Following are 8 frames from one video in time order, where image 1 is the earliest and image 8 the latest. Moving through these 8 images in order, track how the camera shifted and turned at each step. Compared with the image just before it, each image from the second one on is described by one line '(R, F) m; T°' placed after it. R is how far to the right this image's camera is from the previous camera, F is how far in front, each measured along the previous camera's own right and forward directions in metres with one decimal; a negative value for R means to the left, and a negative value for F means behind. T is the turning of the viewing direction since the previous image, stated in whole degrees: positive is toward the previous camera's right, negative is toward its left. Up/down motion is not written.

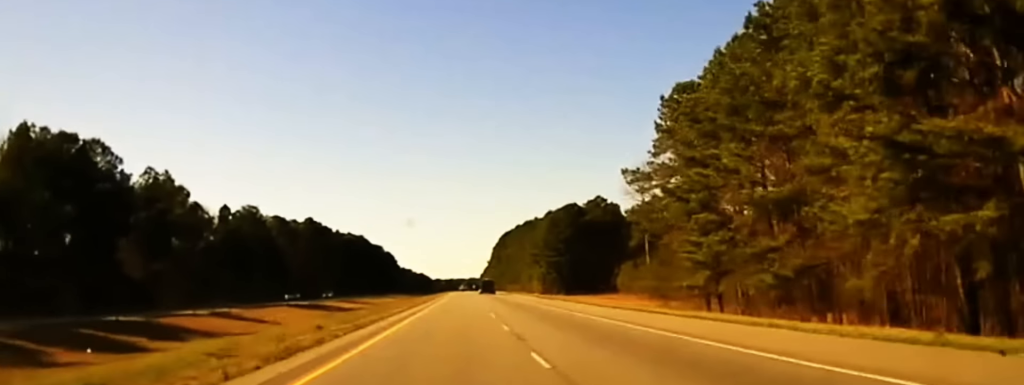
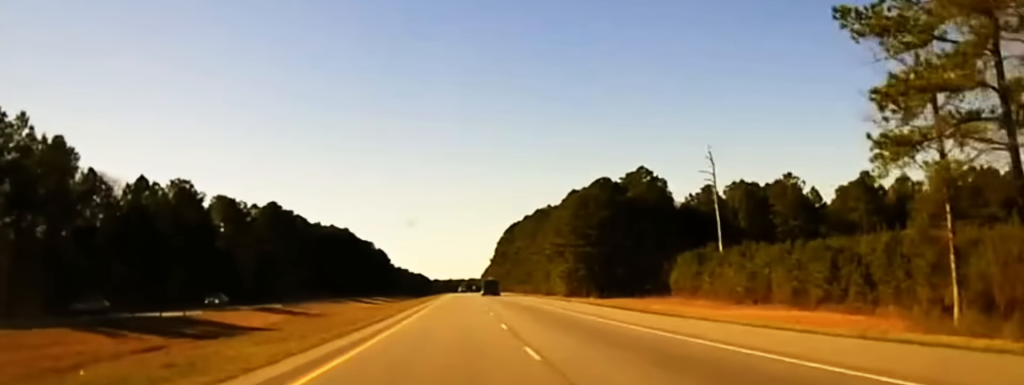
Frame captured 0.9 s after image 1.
(+0.7, +47.8) m; 0°
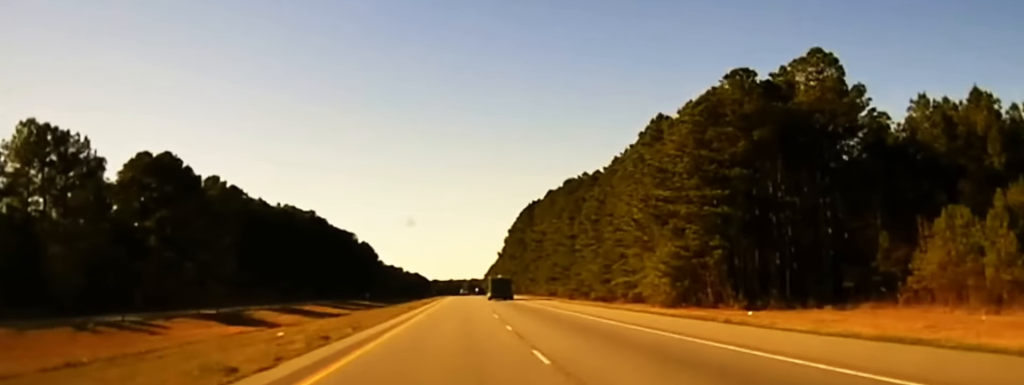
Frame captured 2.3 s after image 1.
(-0.6, +75.2) m; 0°
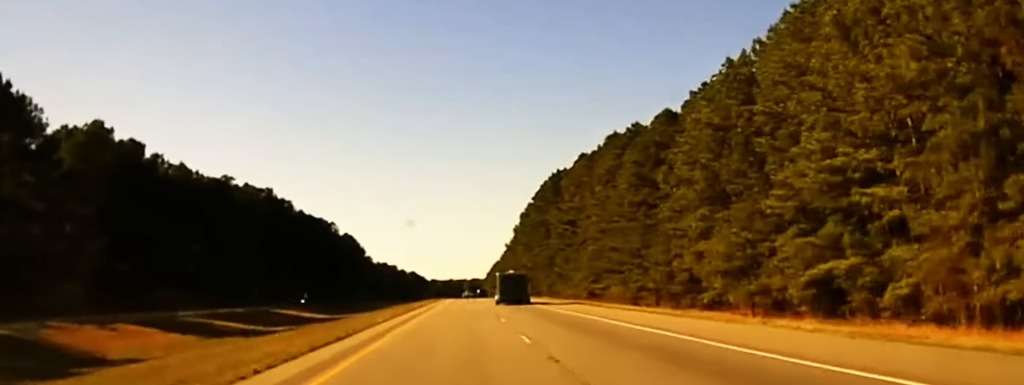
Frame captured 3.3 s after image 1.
(0.0, +56.1) m; -1°
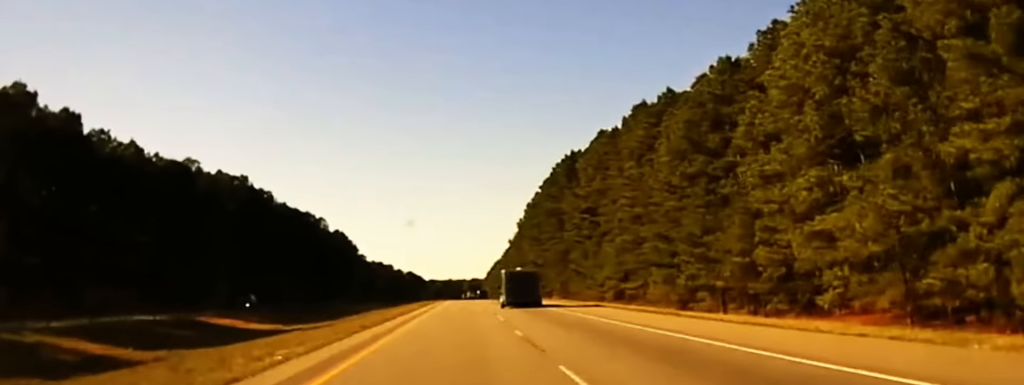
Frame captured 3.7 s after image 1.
(-0.2, +21.8) m; 0°
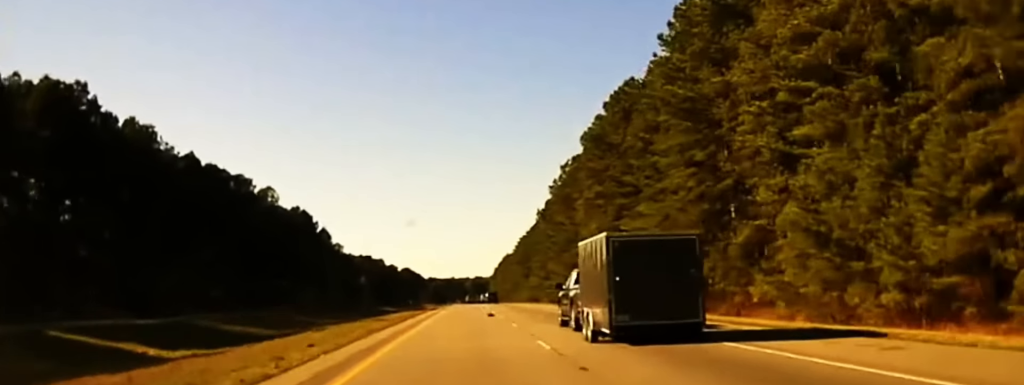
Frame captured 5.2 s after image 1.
(+0.1, +78.6) m; +1°
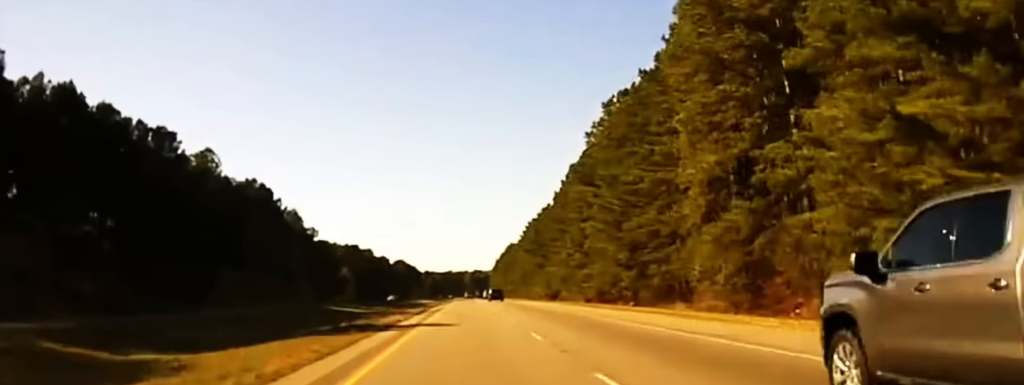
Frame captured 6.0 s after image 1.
(+0.3, +46.1) m; 0°
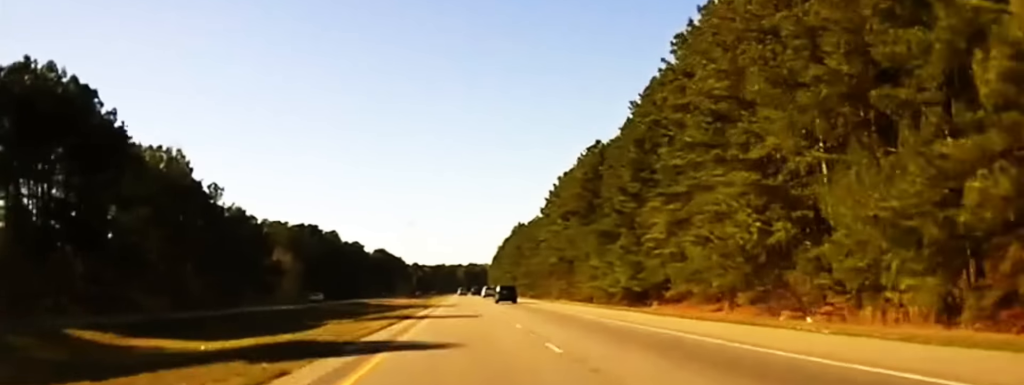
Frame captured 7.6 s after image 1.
(-0.1, +91.2) m; 0°
